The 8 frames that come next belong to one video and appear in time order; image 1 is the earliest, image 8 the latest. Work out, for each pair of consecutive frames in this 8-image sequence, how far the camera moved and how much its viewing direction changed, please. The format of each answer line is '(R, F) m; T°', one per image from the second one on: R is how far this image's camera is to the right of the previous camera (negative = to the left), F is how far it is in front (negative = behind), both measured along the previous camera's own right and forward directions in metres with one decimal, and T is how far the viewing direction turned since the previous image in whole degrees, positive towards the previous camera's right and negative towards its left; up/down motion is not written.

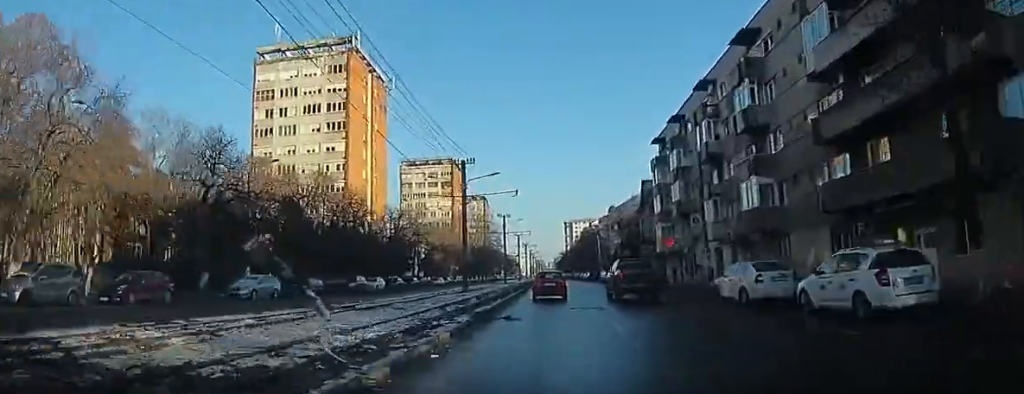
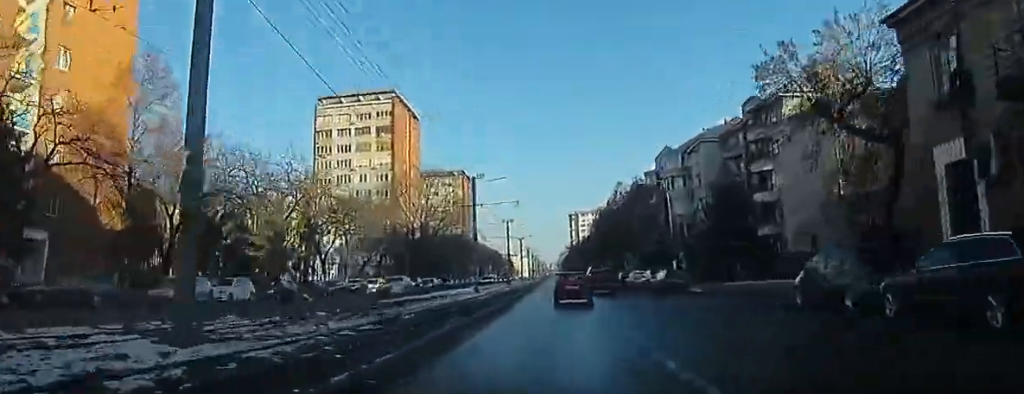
(+0.8, +52.5) m; +2°
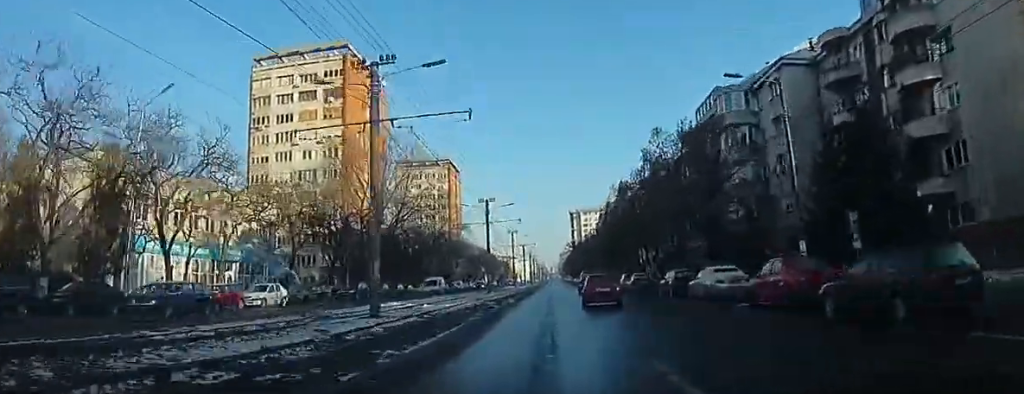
(+0.1, +23.9) m; -1°
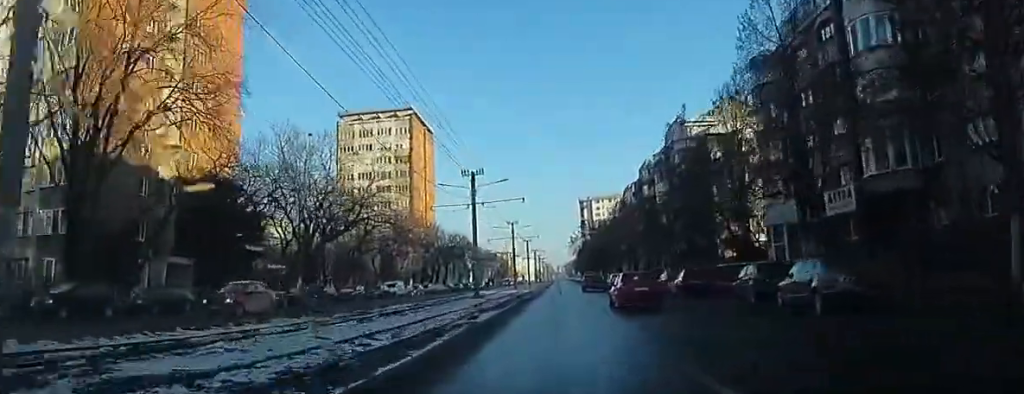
(-2.3, +50.7) m; -3°
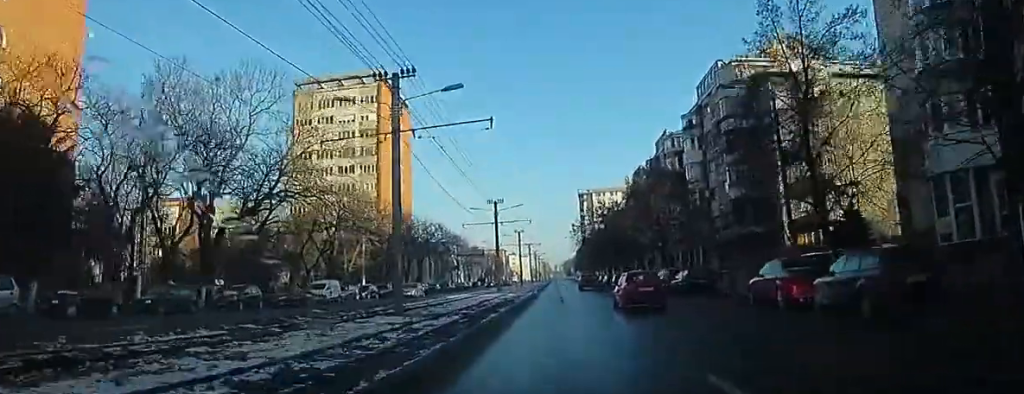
(-0.4, +22.1) m; 0°
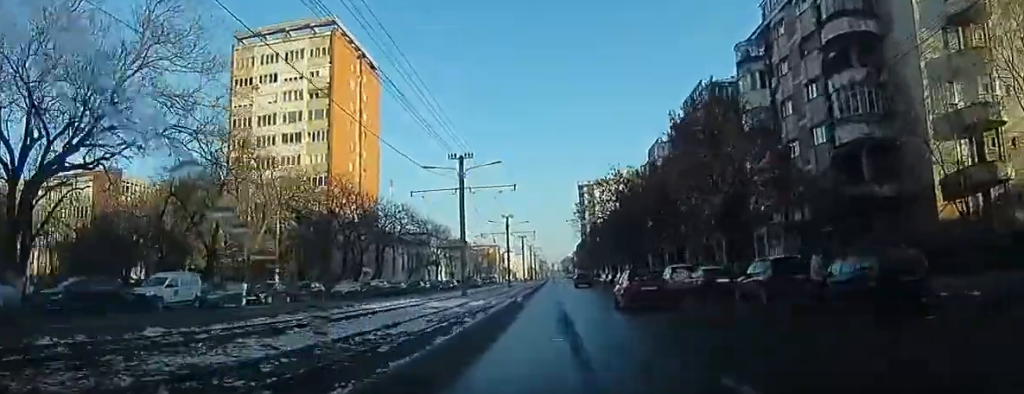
(+1.4, +23.1) m; +1°
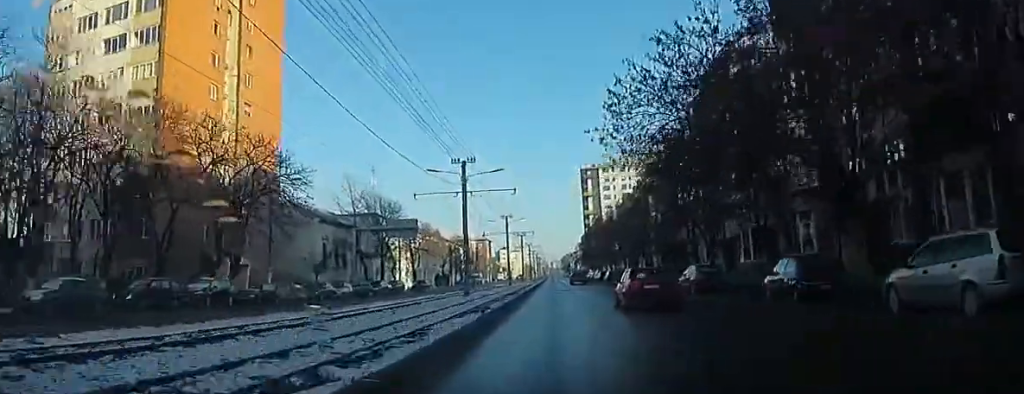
(-0.2, +41.1) m; -1°
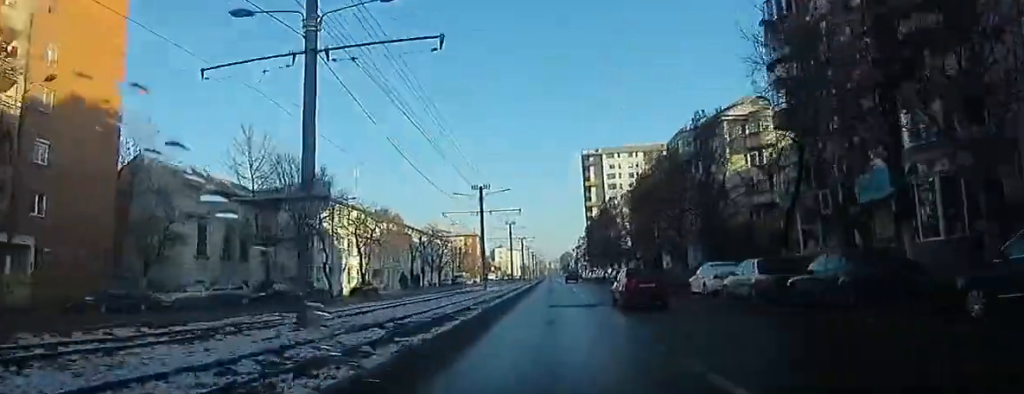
(-0.1, +19.1) m; 0°
